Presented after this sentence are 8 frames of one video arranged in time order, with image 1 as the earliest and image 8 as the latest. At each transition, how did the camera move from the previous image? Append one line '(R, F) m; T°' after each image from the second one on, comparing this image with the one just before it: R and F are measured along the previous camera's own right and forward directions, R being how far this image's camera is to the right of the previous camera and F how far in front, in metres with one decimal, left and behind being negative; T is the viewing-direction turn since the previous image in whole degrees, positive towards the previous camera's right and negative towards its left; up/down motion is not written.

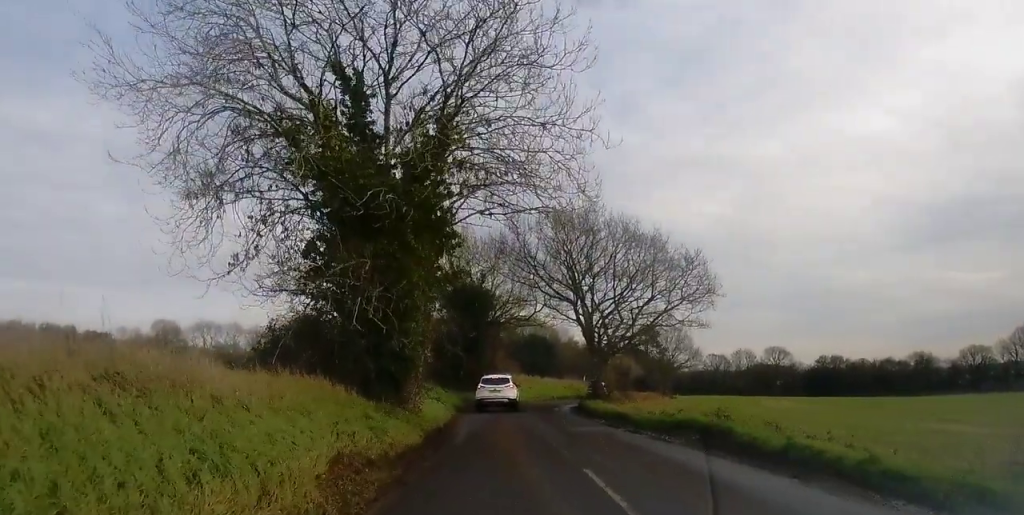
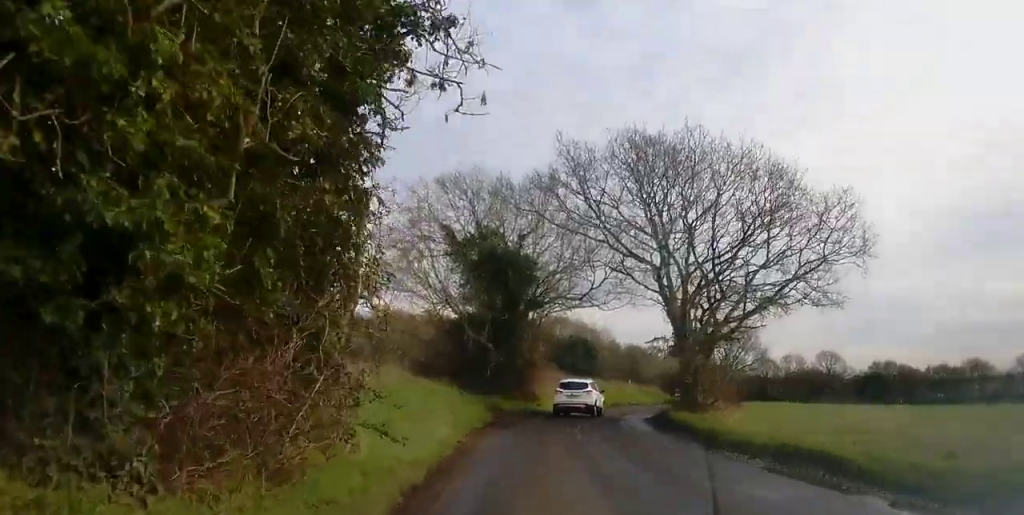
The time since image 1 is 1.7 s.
(+0.1, +13.4) m; 0°
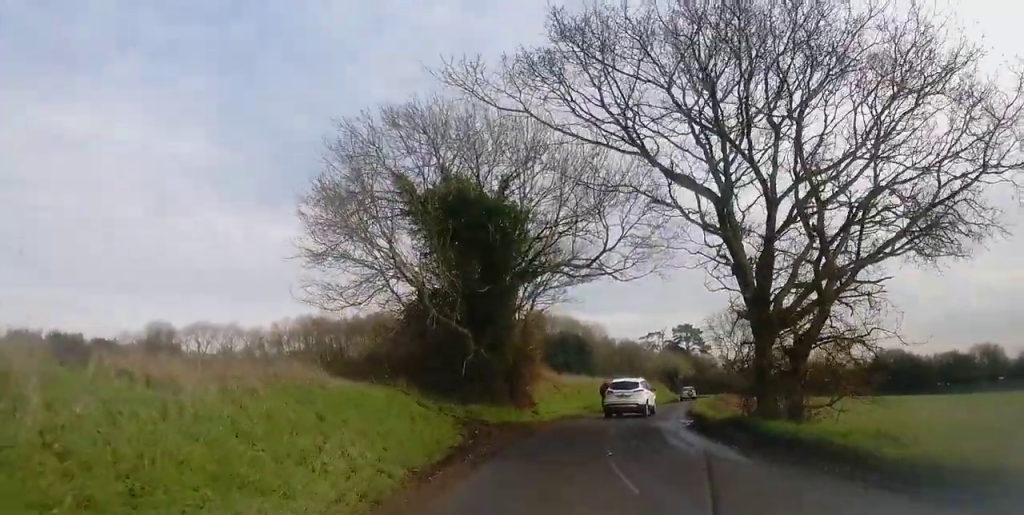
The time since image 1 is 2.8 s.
(-0.1, +9.8) m; 0°
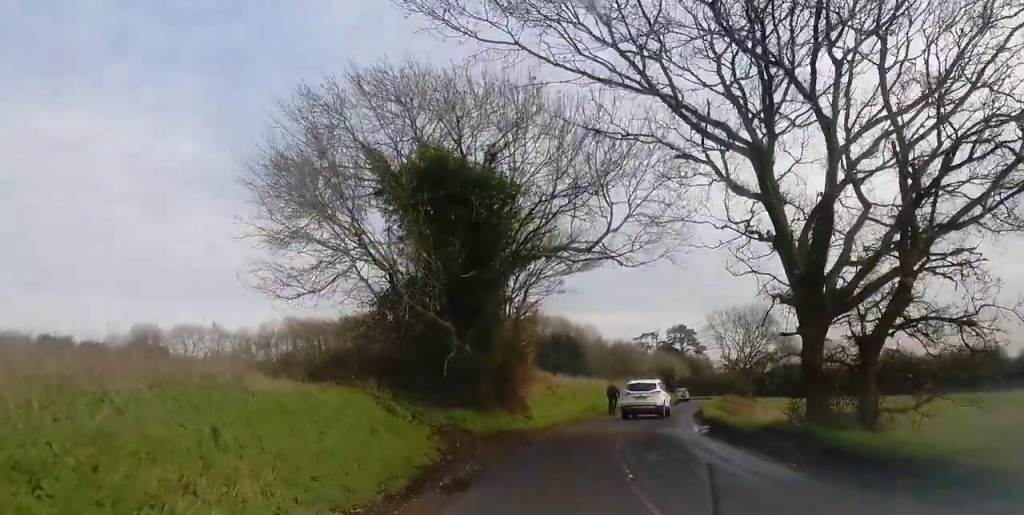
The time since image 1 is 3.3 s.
(0.0, +3.5) m; 0°
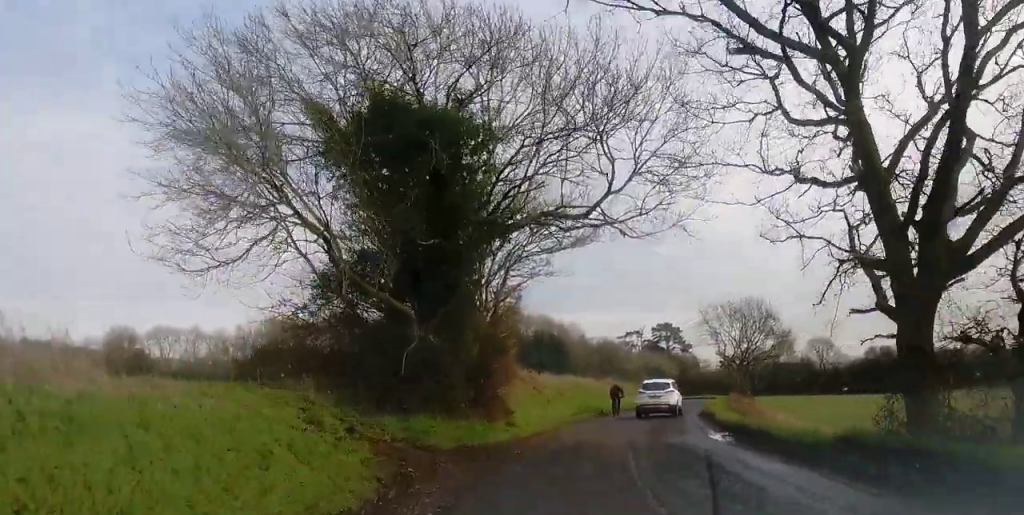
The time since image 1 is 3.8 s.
(0.0, +4.4) m; +2°
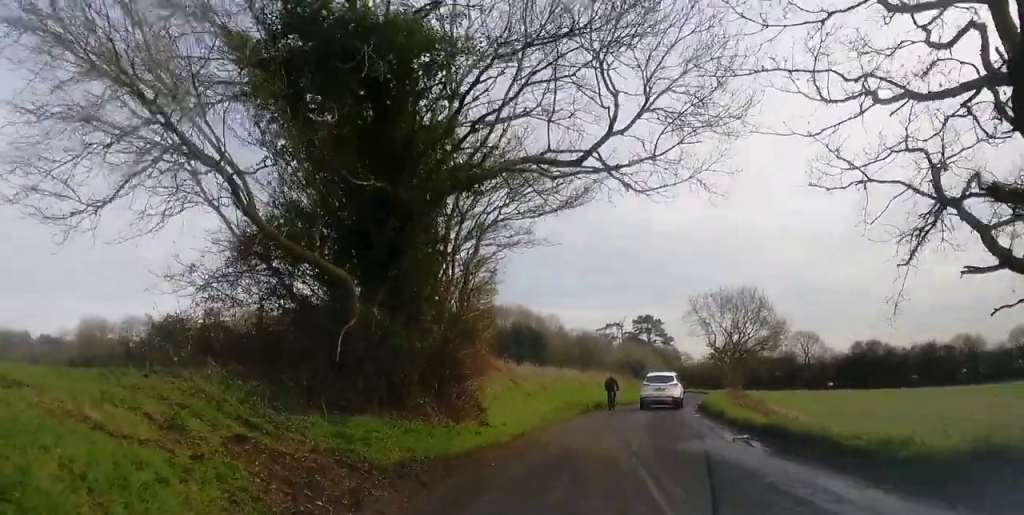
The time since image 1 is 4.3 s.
(-0.1, +3.9) m; +2°
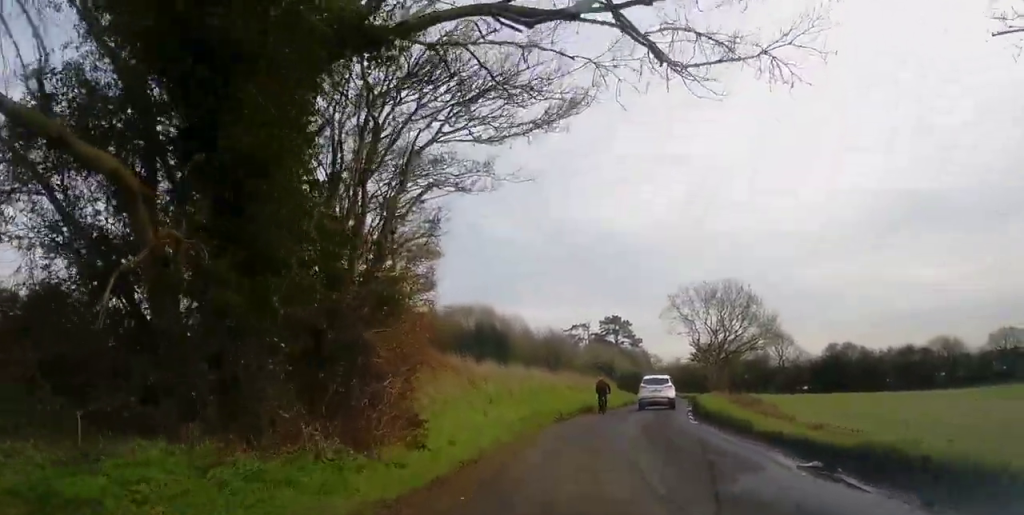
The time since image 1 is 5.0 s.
(+0.3, +6.2) m; +3°
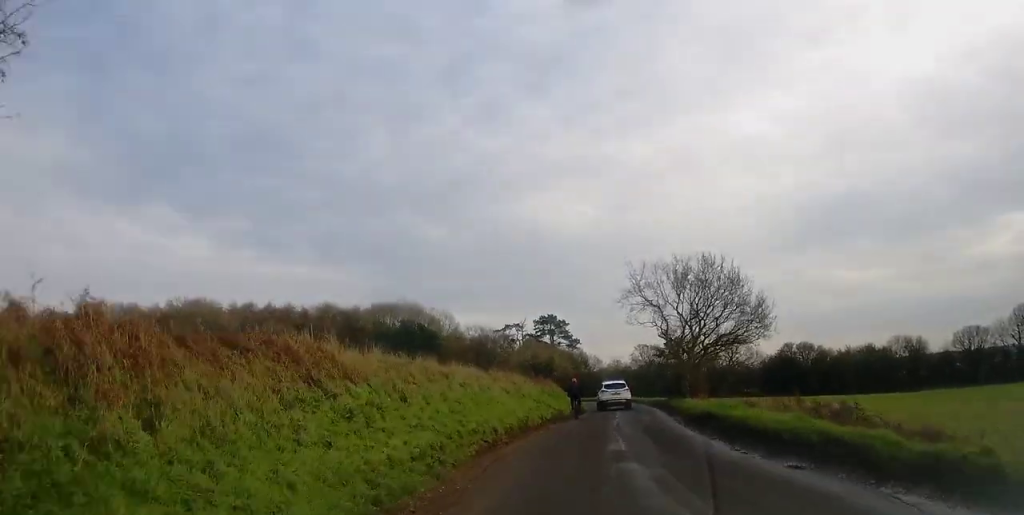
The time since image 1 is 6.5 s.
(+0.4, +12.1) m; +2°
